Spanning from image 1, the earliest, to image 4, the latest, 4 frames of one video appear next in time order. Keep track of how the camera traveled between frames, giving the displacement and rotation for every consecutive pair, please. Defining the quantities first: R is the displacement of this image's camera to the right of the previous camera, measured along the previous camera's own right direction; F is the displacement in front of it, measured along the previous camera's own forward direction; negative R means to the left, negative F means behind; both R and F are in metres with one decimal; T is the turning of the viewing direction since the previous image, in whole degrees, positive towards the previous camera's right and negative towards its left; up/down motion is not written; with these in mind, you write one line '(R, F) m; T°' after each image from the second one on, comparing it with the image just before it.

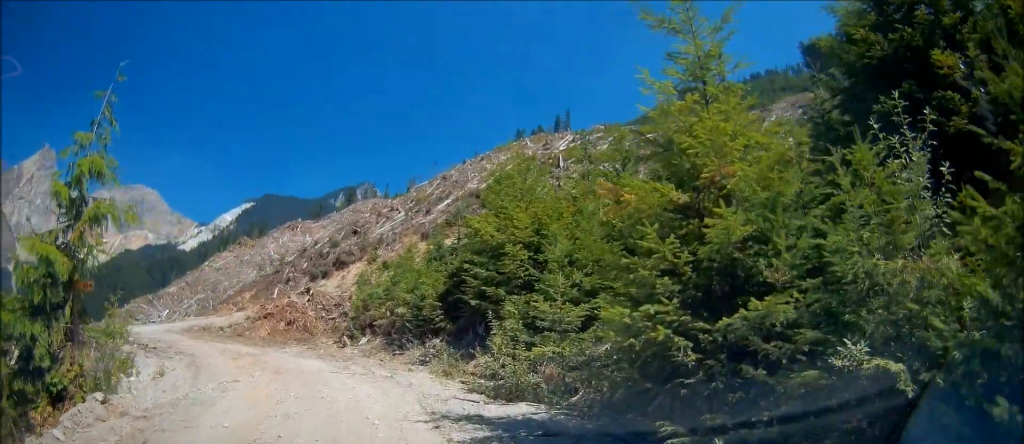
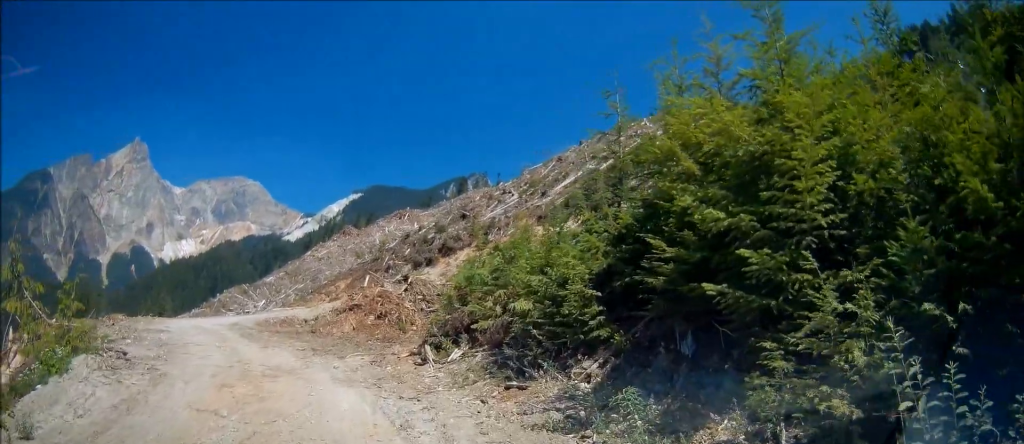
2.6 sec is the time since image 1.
(-0.2, +7.6) m; -8°
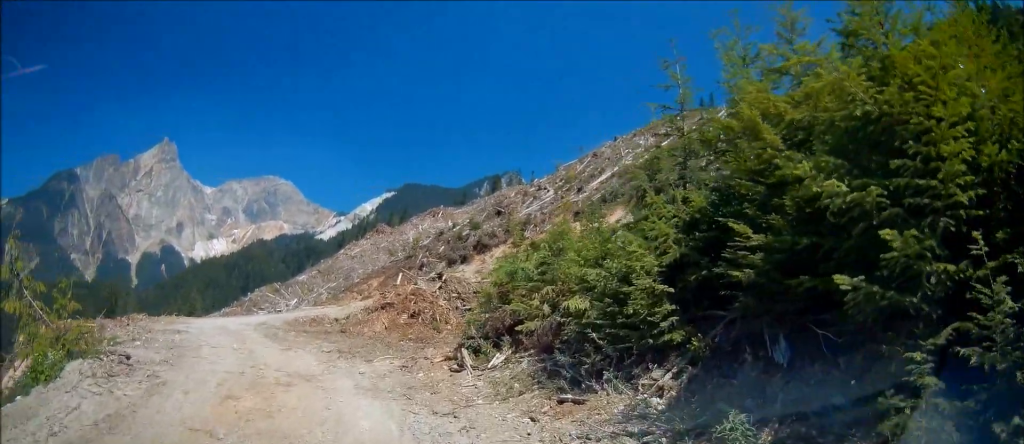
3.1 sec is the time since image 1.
(-0.1, +1.2) m; -3°
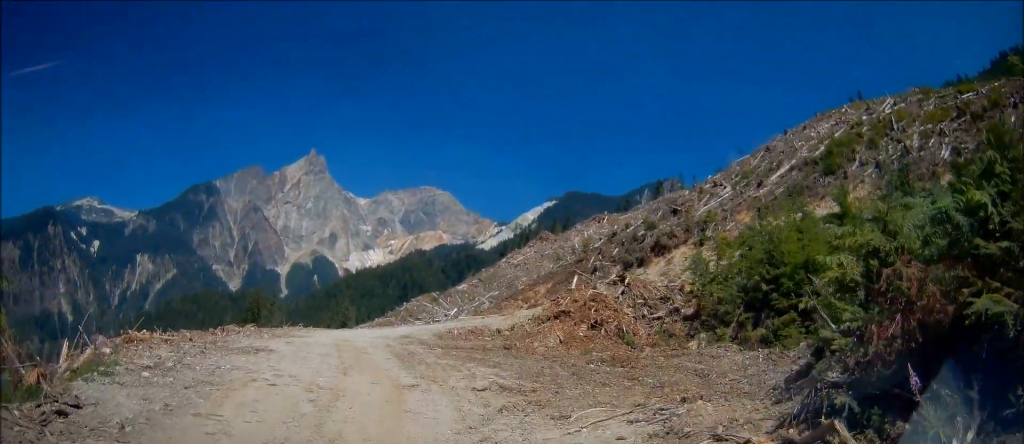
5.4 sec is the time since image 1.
(-0.6, +6.7) m; -14°
